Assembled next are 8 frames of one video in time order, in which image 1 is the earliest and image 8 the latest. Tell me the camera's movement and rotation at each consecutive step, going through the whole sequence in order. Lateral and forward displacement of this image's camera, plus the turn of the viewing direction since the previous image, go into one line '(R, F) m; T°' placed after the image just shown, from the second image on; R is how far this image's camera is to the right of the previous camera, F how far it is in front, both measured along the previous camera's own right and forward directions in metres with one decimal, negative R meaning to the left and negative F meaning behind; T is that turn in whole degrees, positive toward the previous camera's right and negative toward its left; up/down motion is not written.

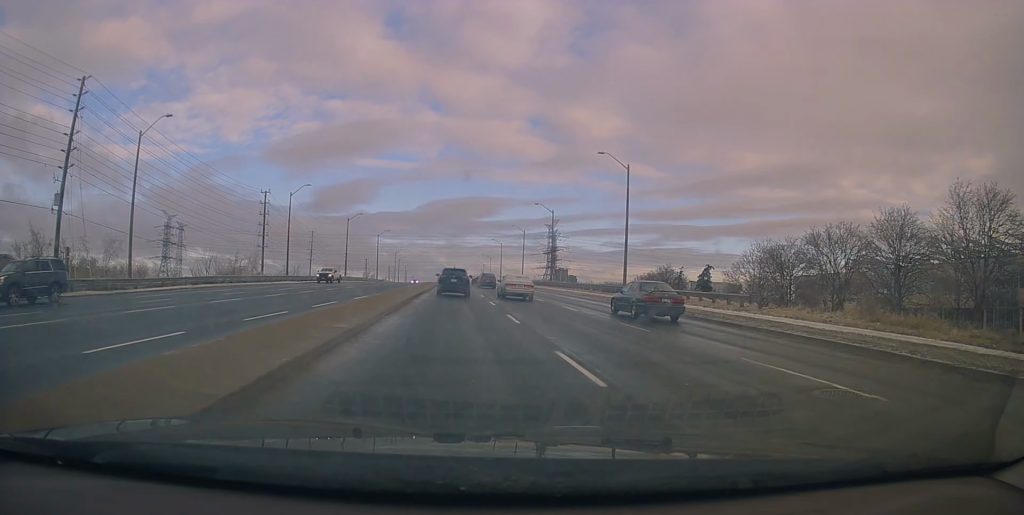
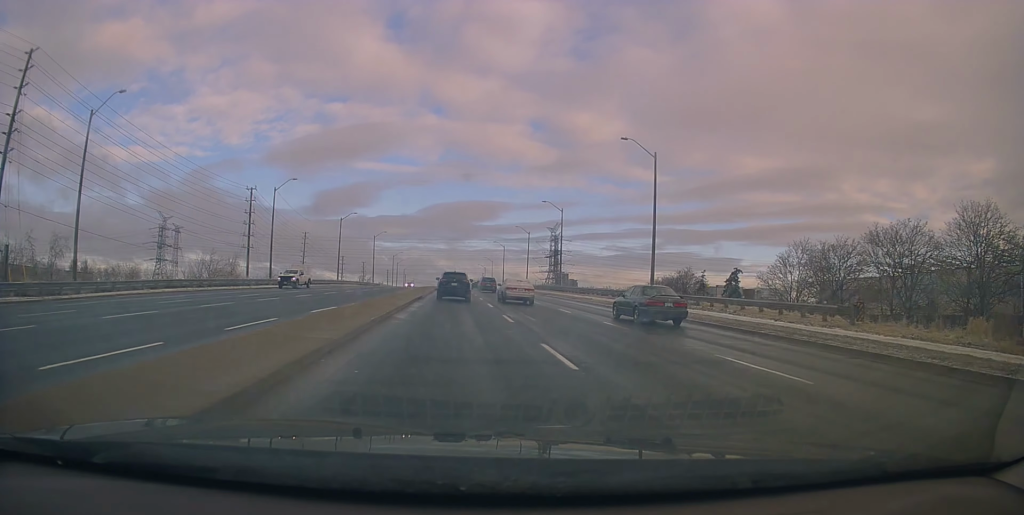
(-0.1, +7.9) m; 0°
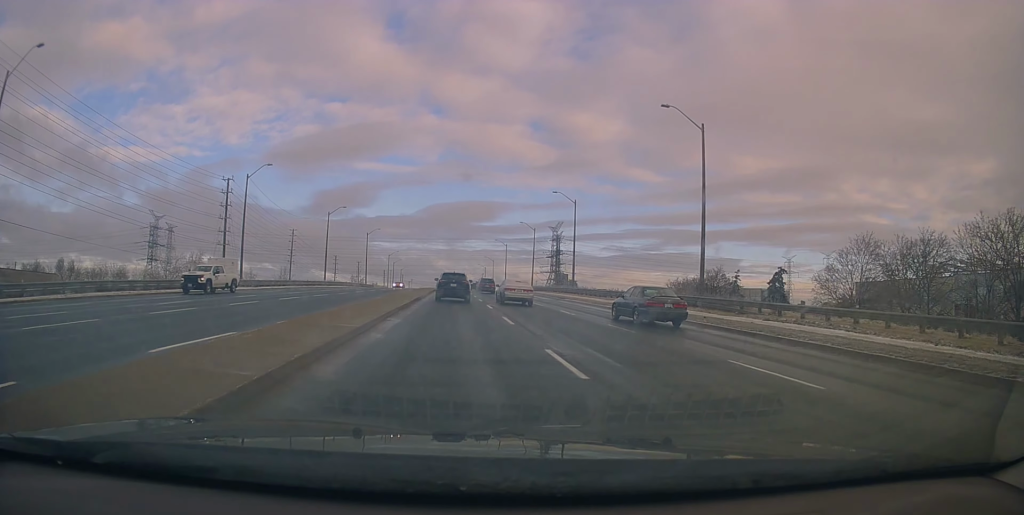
(+0.2, +10.1) m; +1°
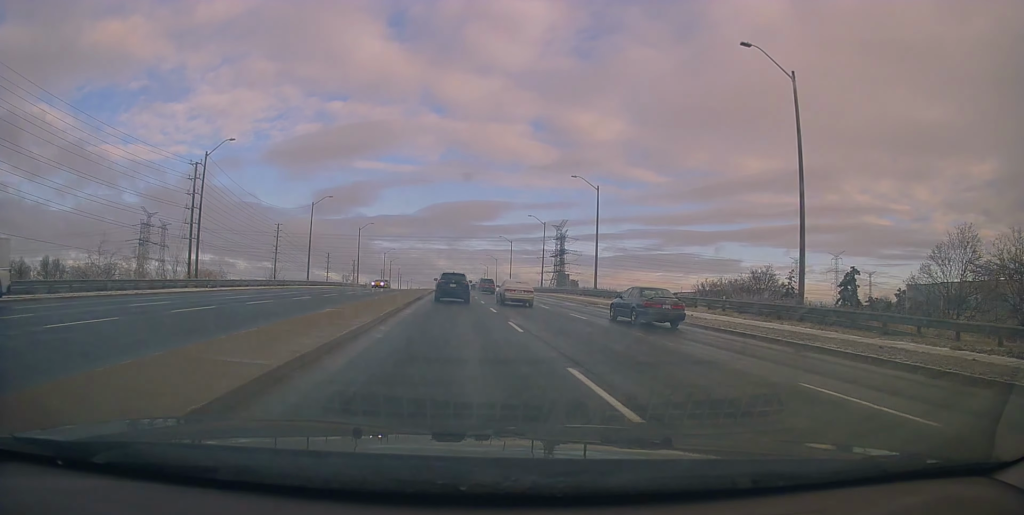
(+0.1, +11.5) m; 0°
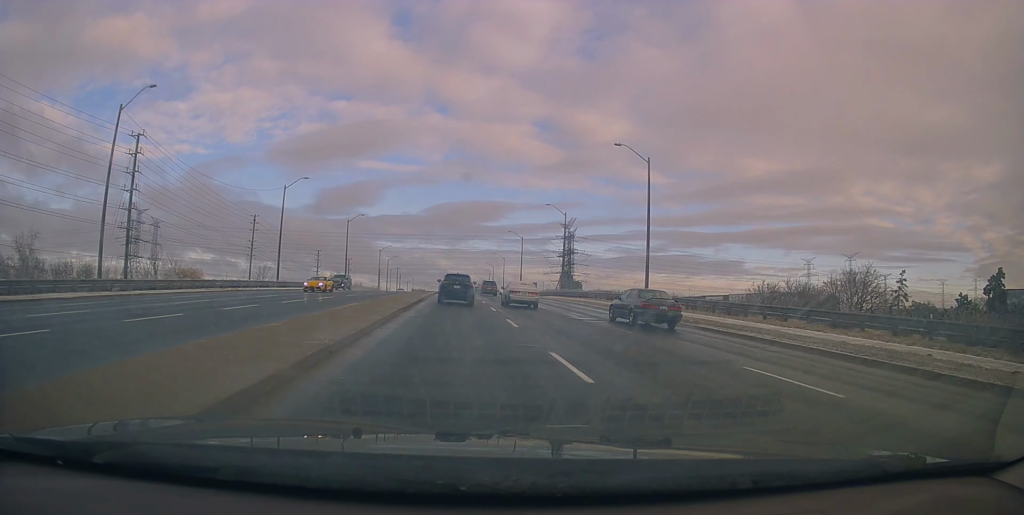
(-0.3, +16.6) m; -1°
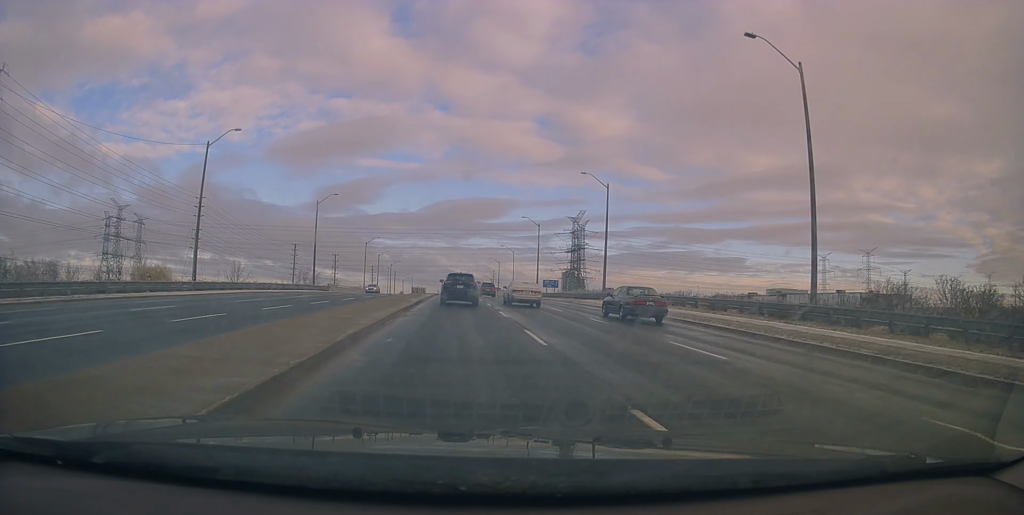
(+0.2, +23.9) m; +1°
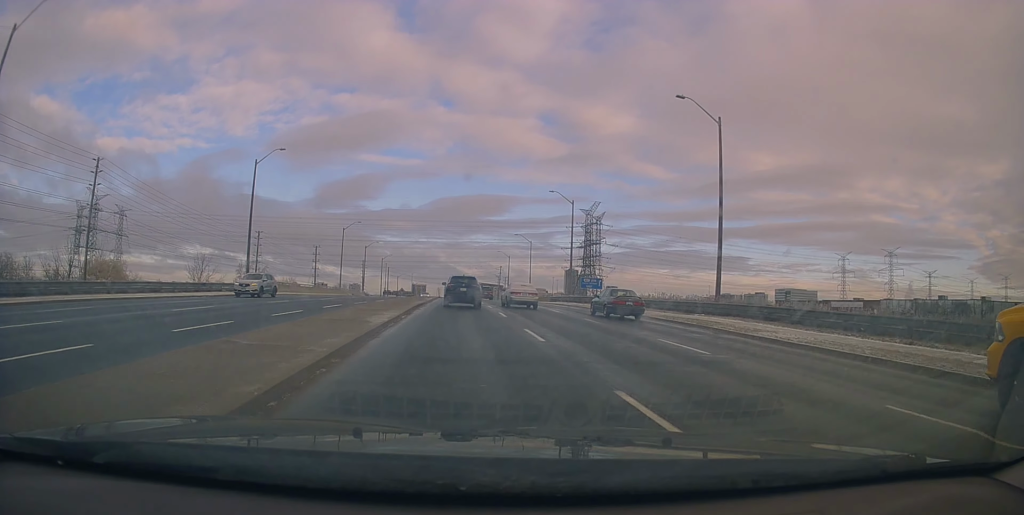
(-0.2, +26.5) m; -1°
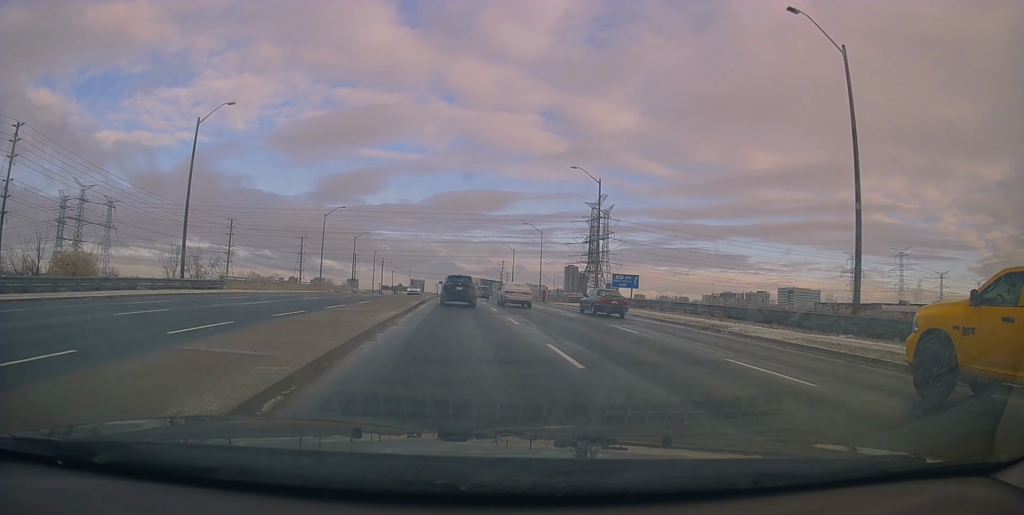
(0.0, +13.6) m; +1°
